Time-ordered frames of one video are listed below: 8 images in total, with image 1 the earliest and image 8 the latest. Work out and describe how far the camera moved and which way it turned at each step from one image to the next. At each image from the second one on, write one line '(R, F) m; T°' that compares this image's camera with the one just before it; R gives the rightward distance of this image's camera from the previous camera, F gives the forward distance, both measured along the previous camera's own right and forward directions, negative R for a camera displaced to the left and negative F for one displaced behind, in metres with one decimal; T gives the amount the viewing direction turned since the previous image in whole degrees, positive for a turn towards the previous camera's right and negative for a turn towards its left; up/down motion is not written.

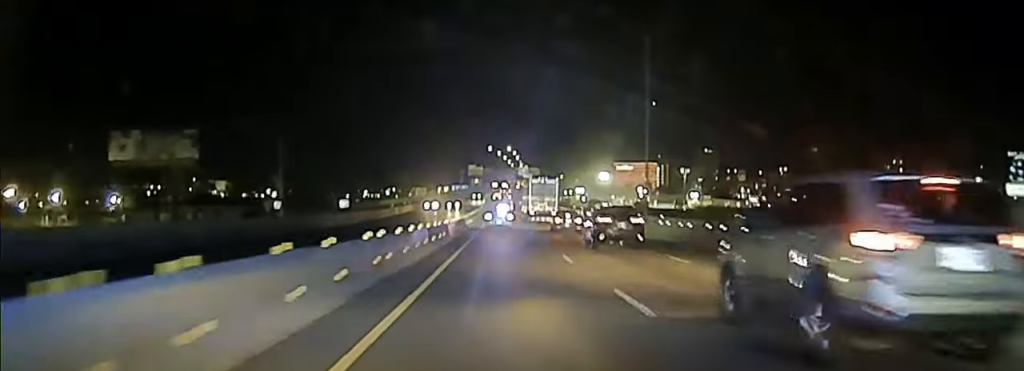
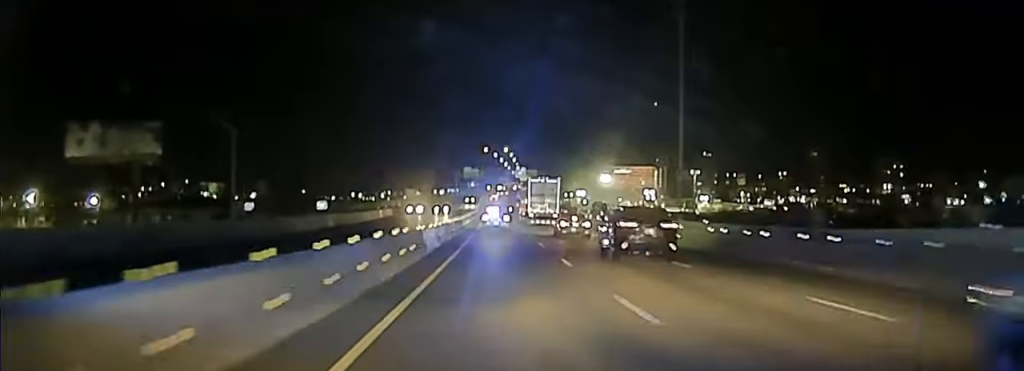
(0.0, +12.7) m; 0°
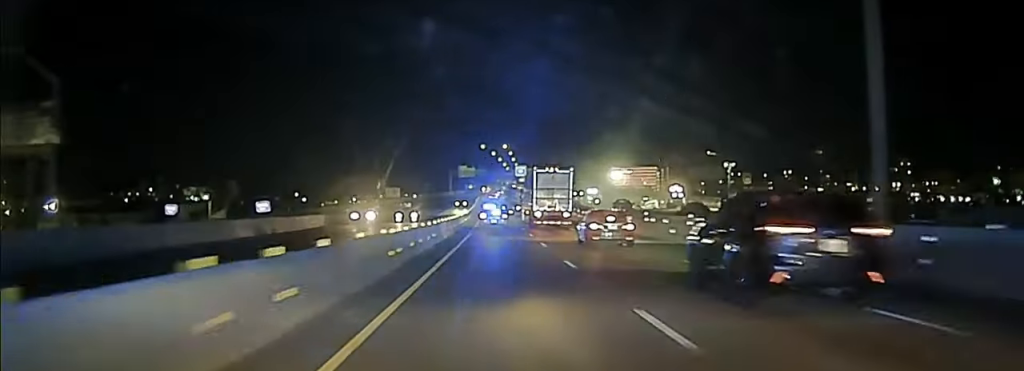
(0.0, +27.3) m; 0°
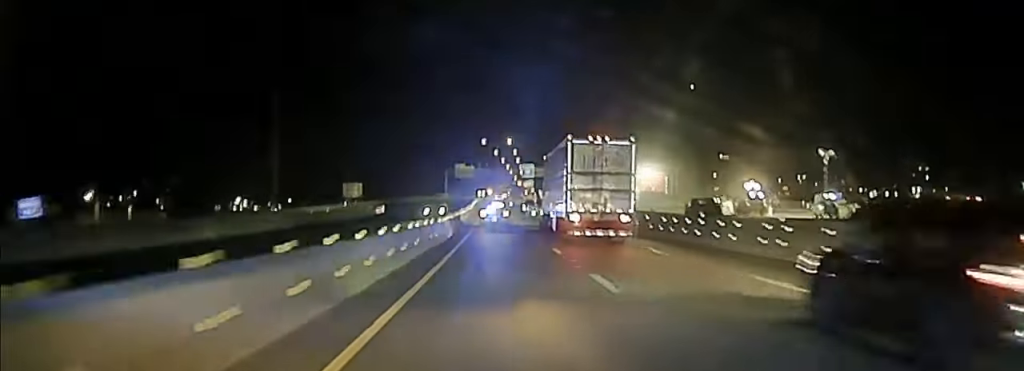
(0.0, +41.4) m; 0°
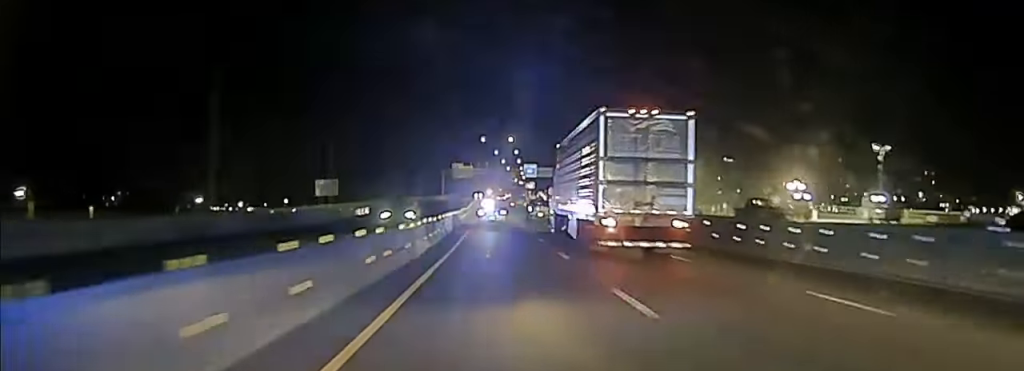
(0.0, +15.6) m; 0°
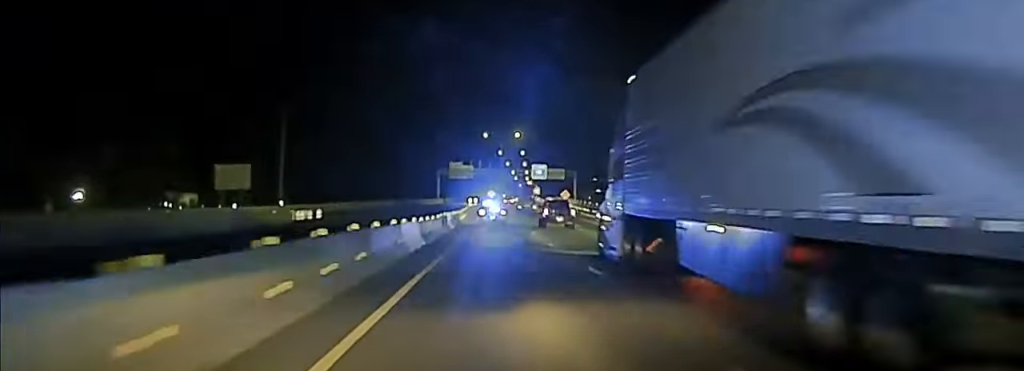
(0.0, +32.9) m; 0°
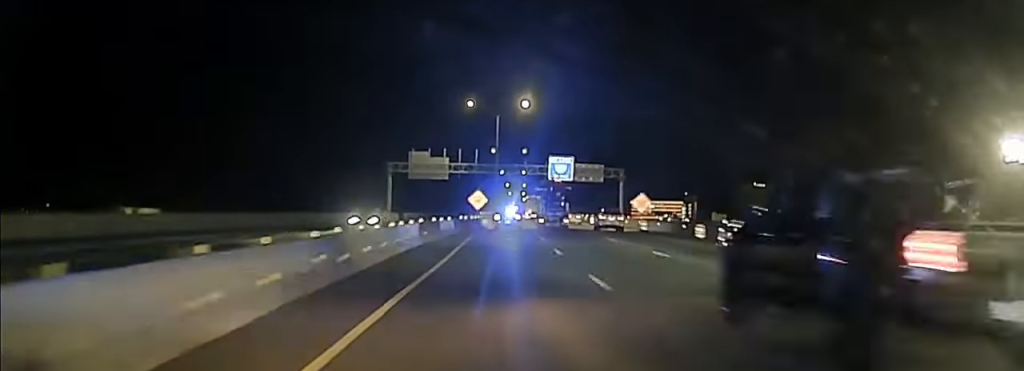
(0.0, +85.5) m; 0°
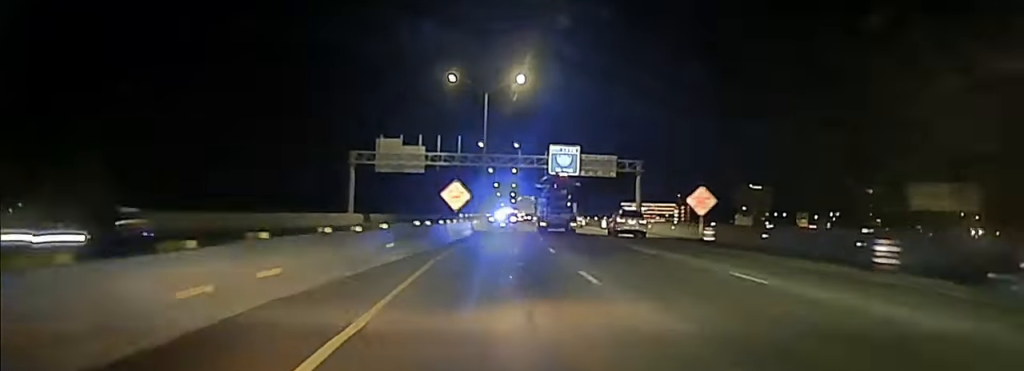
(-0.1, +21.8) m; 0°
